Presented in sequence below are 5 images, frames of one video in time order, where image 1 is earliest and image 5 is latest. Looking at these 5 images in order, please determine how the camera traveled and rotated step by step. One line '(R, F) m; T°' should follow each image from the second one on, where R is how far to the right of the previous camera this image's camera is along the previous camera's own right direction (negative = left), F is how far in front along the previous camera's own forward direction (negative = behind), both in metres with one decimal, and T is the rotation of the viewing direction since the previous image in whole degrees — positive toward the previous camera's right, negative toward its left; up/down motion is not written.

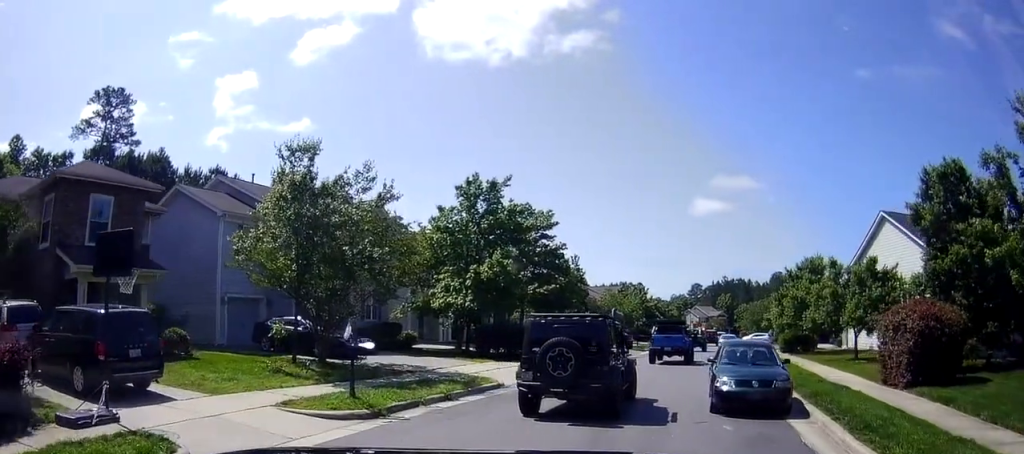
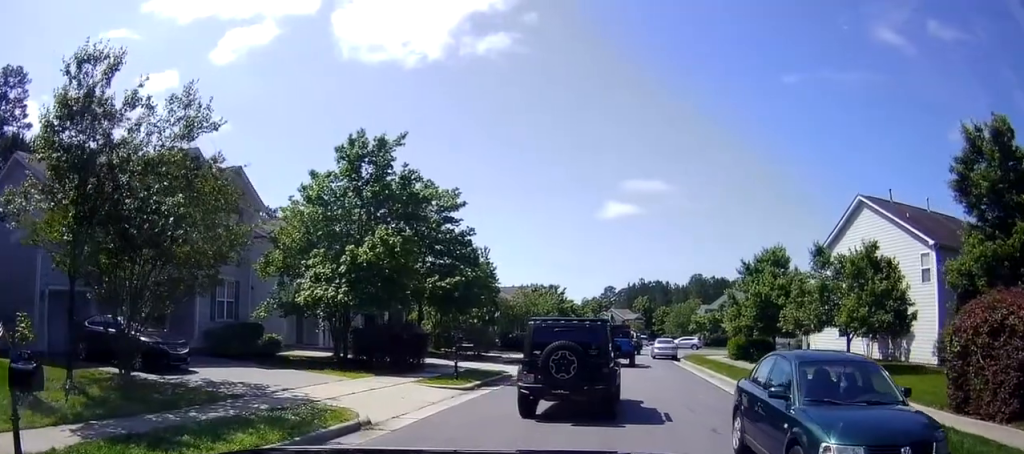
(-0.1, +7.2) m; -2°
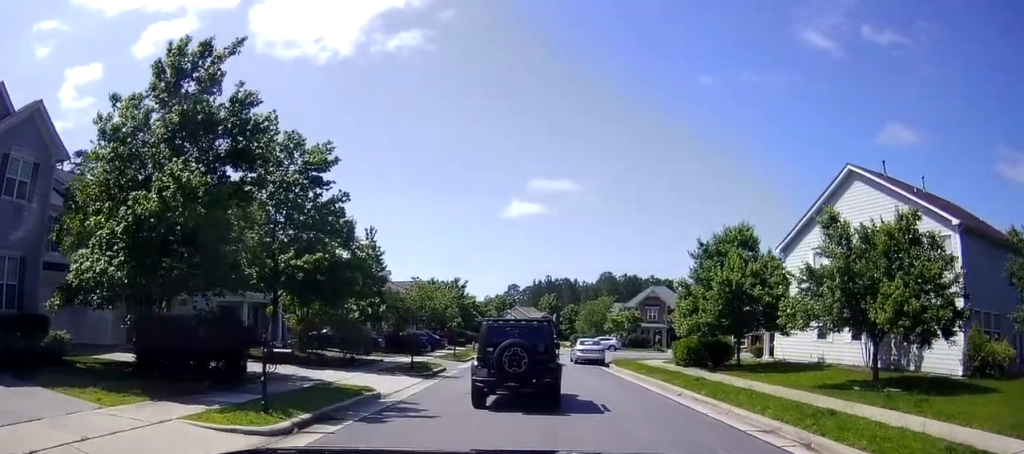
(+0.7, +7.9) m; +14°
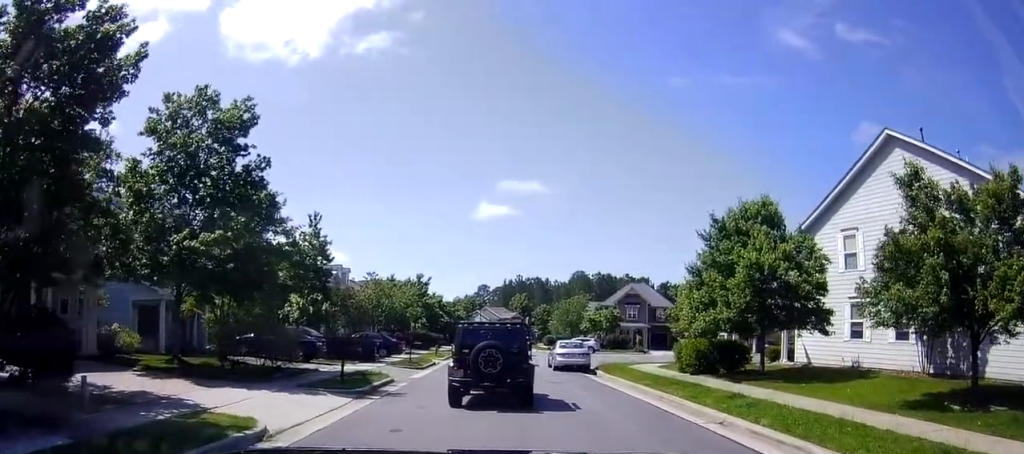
(+0.3, +5.6) m; +4°
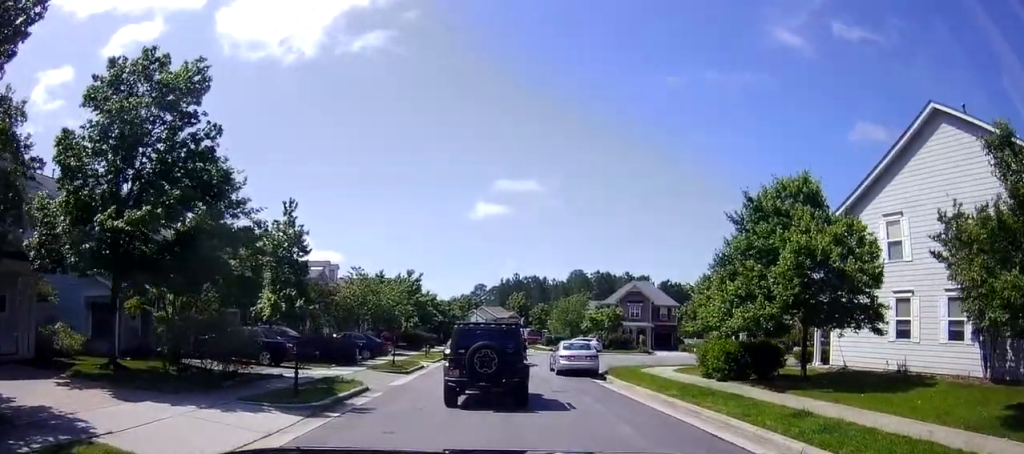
(+0.1, +3.4) m; +3°
